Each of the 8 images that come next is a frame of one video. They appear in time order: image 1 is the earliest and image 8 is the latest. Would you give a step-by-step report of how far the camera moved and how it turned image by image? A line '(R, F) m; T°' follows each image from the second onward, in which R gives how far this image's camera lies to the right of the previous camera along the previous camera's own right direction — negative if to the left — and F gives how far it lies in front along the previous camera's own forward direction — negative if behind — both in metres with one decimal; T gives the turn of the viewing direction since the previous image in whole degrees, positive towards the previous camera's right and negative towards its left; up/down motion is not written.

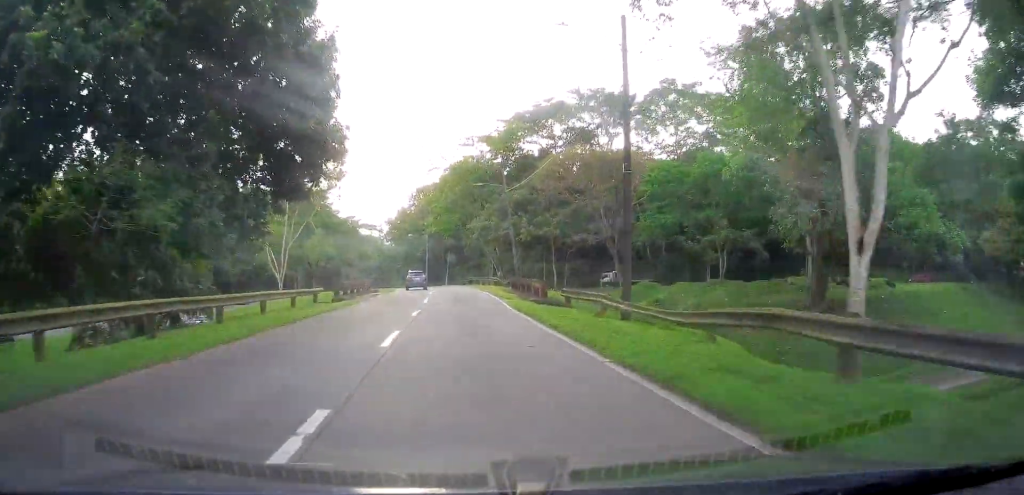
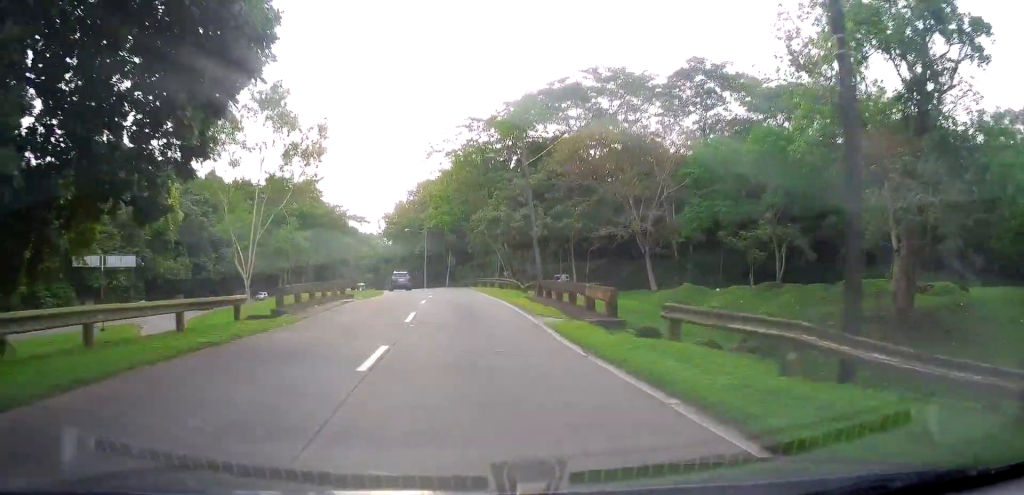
(+0.2, +10.5) m; +2°
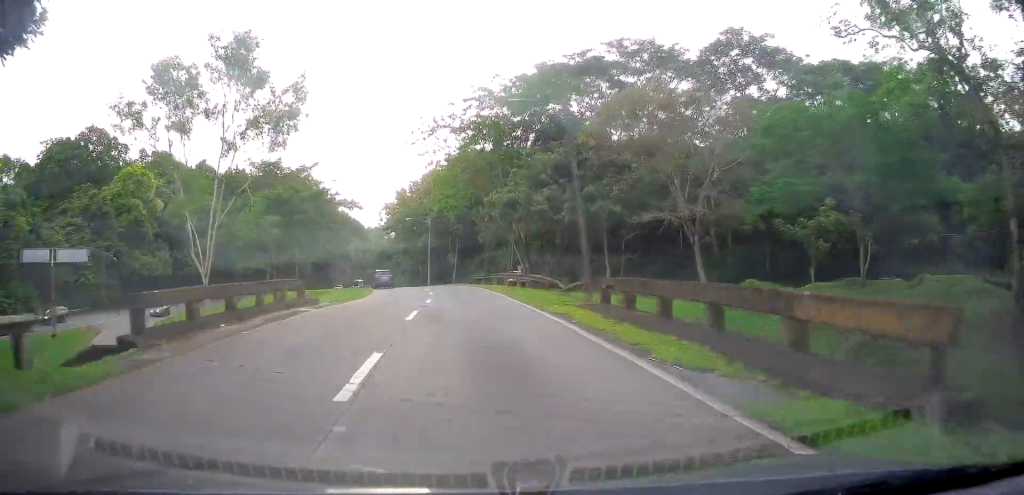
(+0.3, +10.3) m; +1°
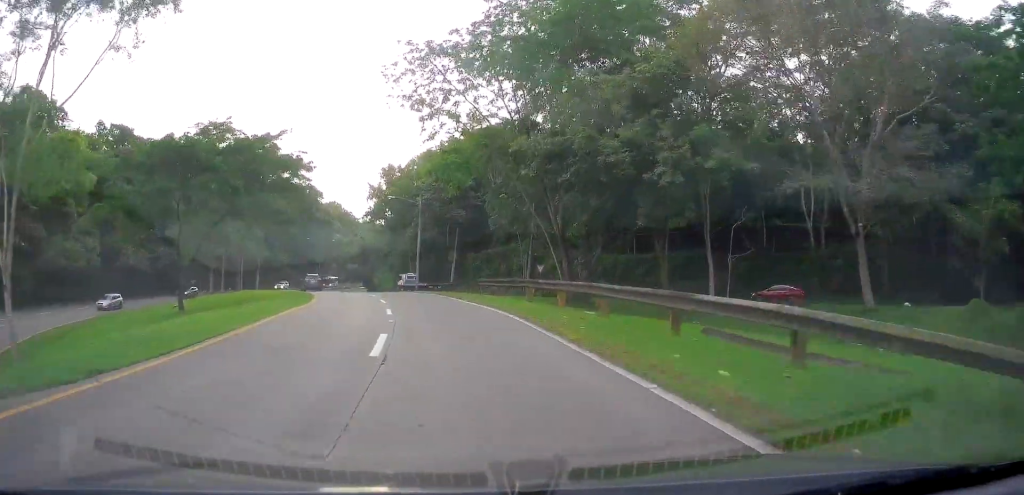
(-0.3, +20.6) m; -3°
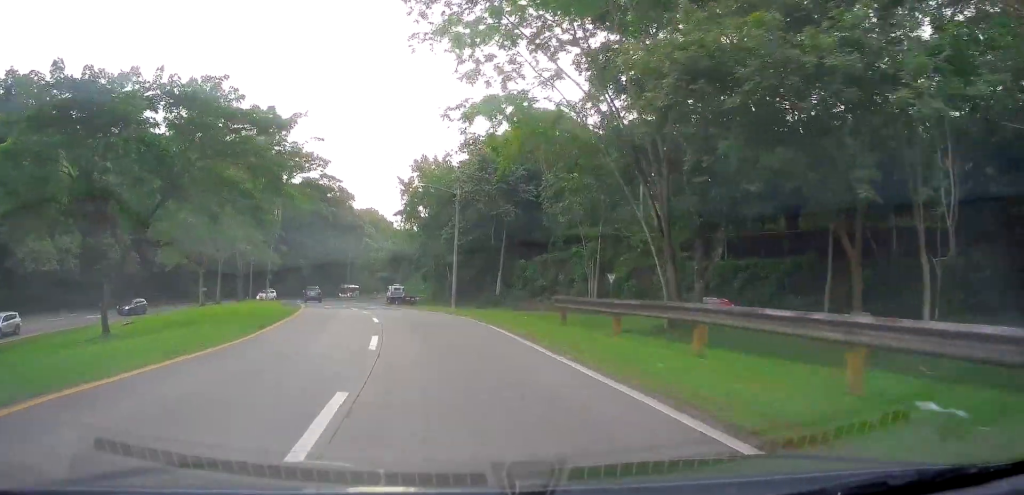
(-0.4, +13.0) m; -3°
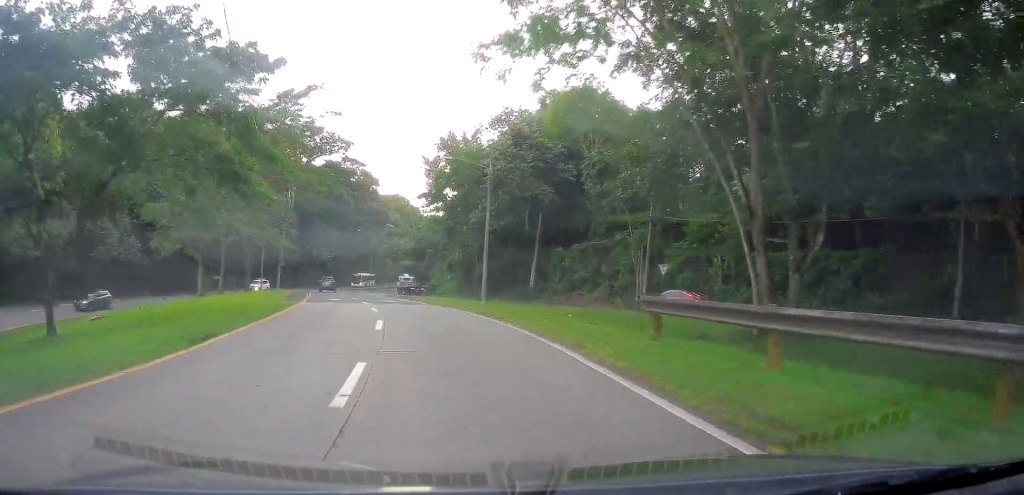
(-0.2, +6.0) m; -2°
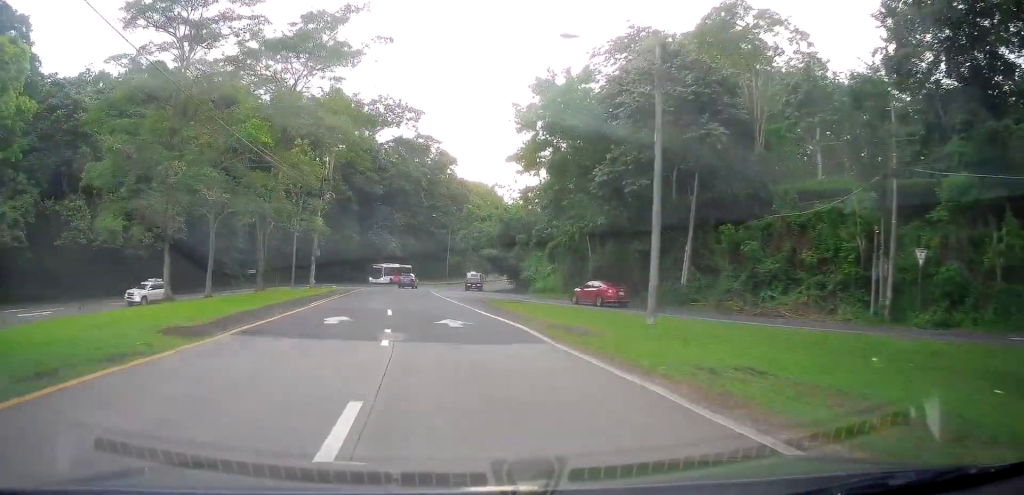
(-0.6, +18.5) m; -7°
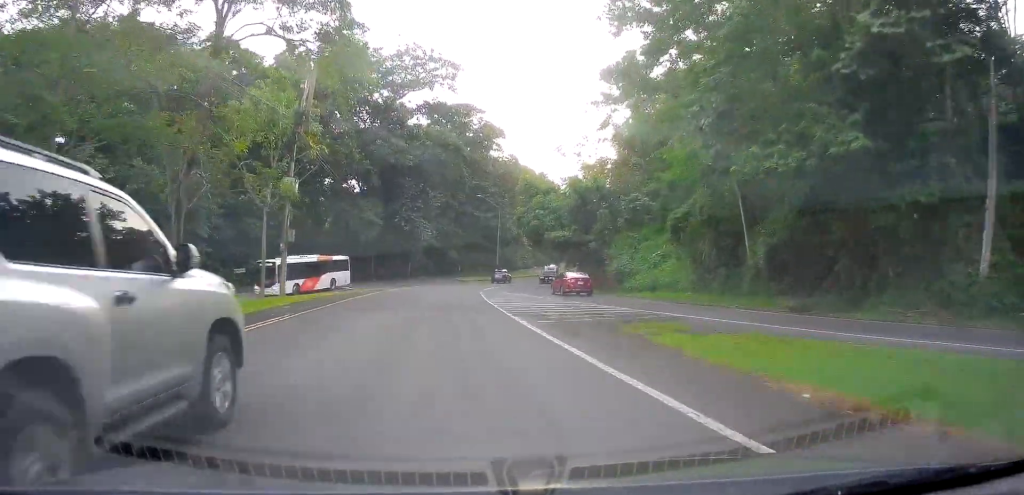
(-1.7, +19.2) m; -7°
